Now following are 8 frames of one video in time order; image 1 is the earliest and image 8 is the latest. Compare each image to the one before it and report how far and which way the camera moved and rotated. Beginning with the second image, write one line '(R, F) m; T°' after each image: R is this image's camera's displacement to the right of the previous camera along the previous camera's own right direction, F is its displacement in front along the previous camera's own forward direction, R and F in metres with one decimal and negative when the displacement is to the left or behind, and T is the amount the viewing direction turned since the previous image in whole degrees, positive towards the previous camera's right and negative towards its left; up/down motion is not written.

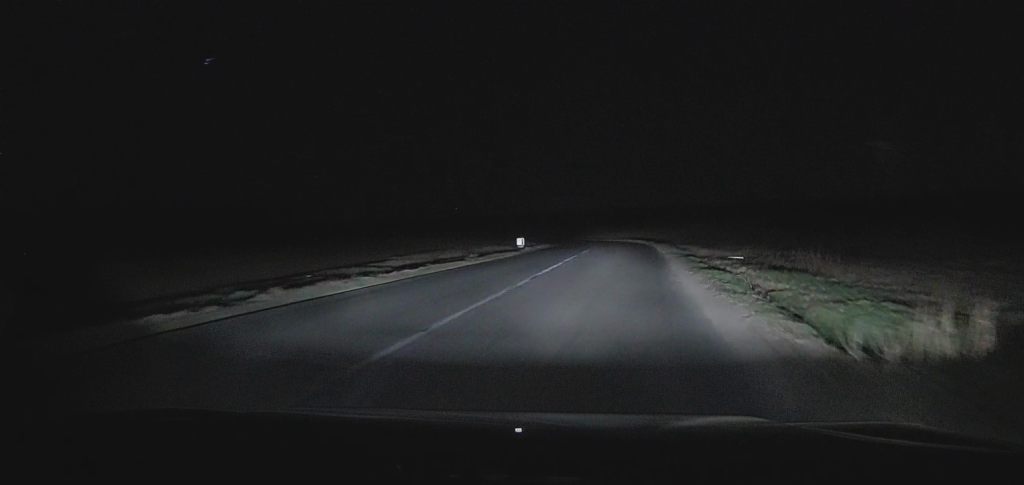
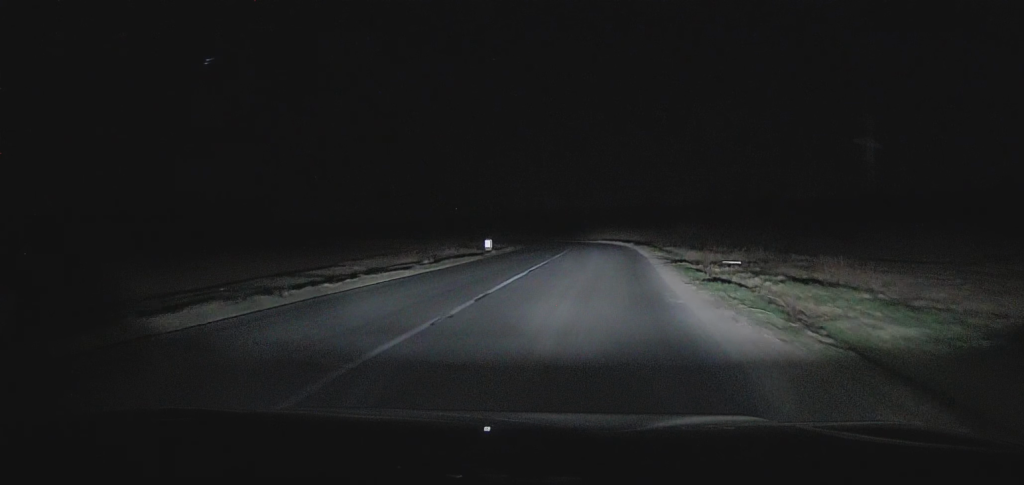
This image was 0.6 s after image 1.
(+0.1, +4.5) m; +2°
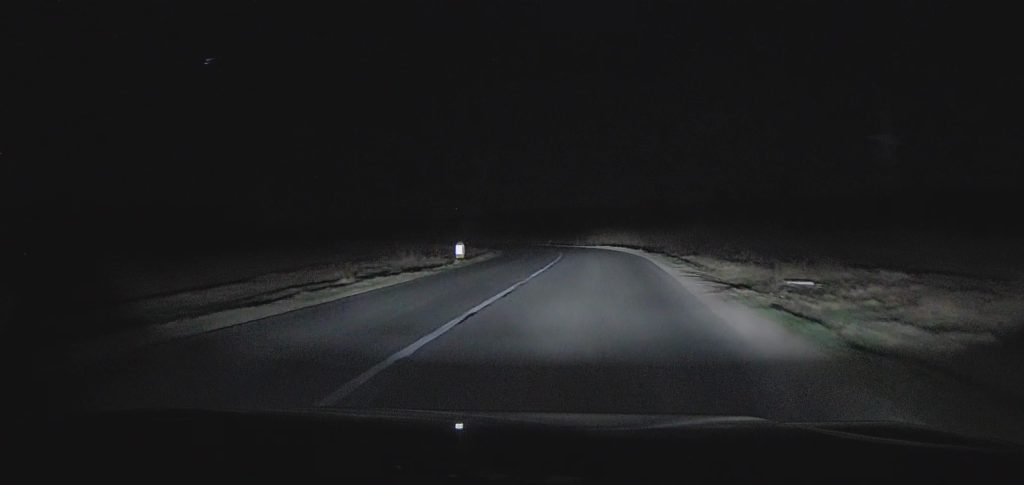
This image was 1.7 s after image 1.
(0.0, +9.3) m; 0°
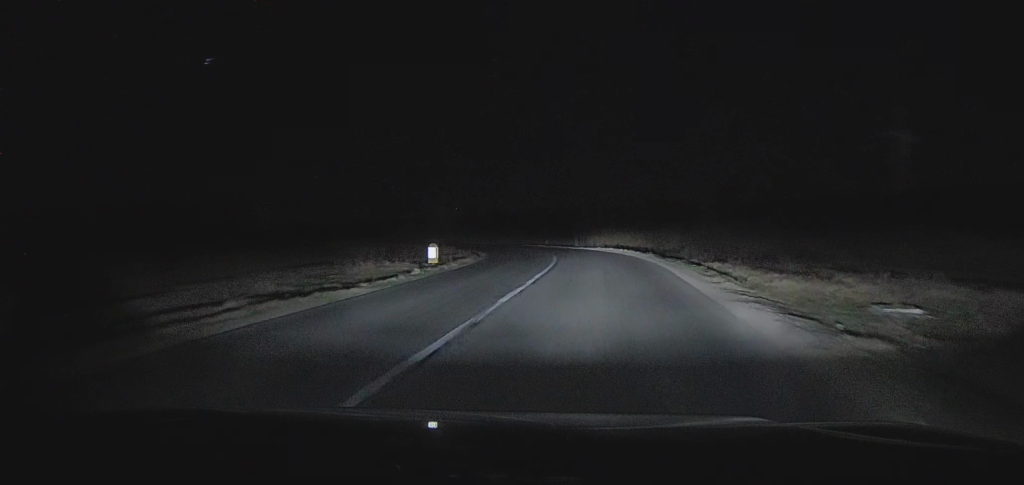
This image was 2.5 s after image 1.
(0.0, +6.2) m; 0°
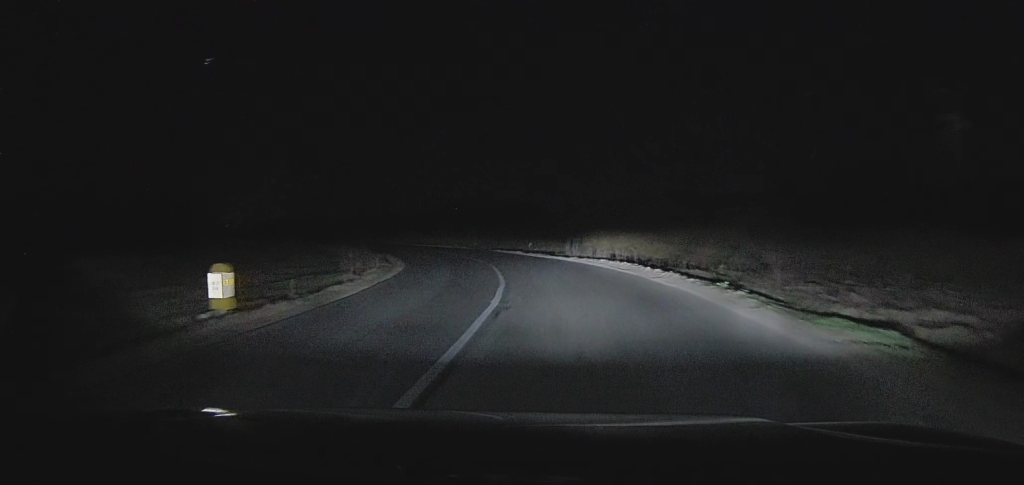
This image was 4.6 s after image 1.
(+0.3, +17.5) m; 0°
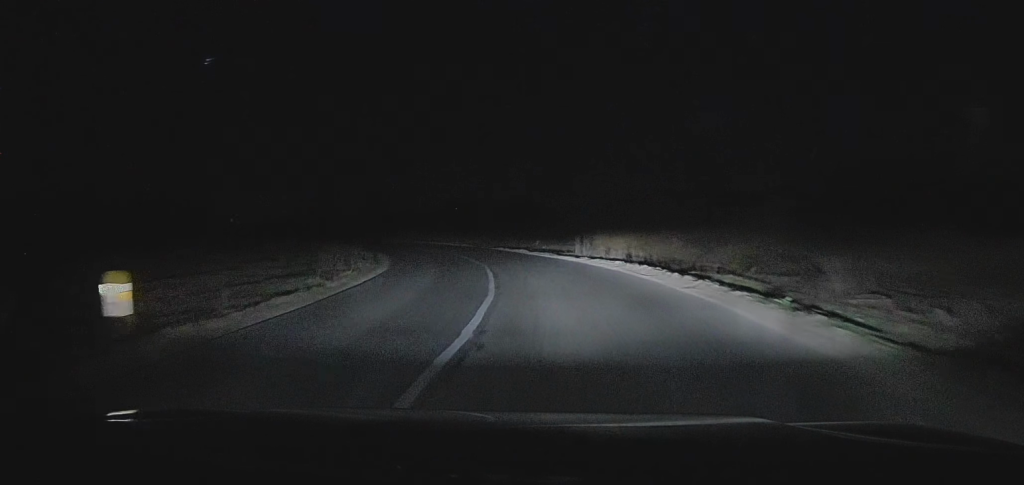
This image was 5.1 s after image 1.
(+0.1, +3.6) m; -1°
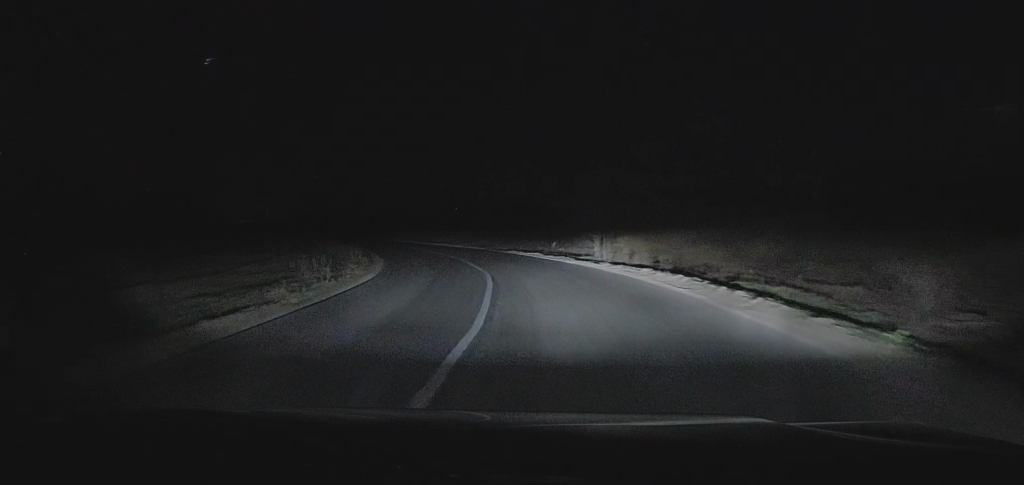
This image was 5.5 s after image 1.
(0.0, +3.3) m; -1°
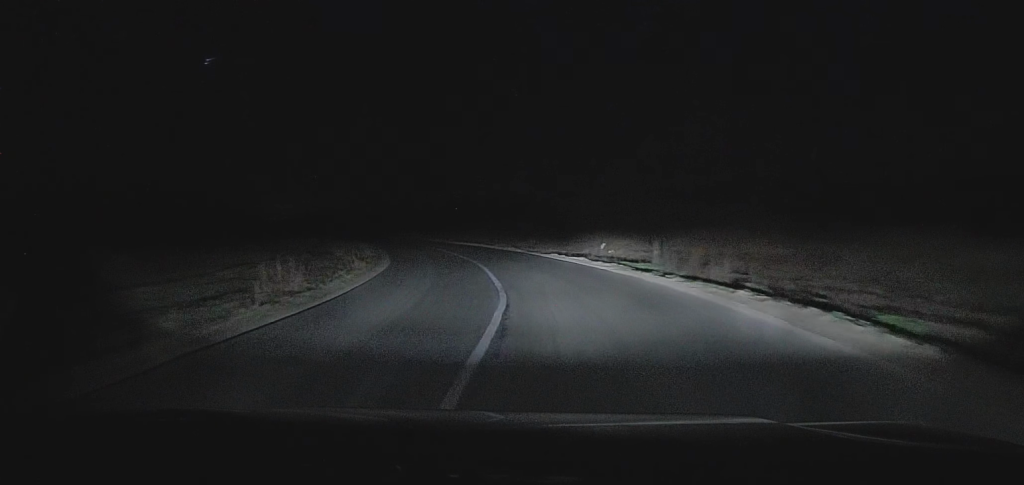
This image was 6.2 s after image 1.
(-0.3, +6.1) m; -3°
